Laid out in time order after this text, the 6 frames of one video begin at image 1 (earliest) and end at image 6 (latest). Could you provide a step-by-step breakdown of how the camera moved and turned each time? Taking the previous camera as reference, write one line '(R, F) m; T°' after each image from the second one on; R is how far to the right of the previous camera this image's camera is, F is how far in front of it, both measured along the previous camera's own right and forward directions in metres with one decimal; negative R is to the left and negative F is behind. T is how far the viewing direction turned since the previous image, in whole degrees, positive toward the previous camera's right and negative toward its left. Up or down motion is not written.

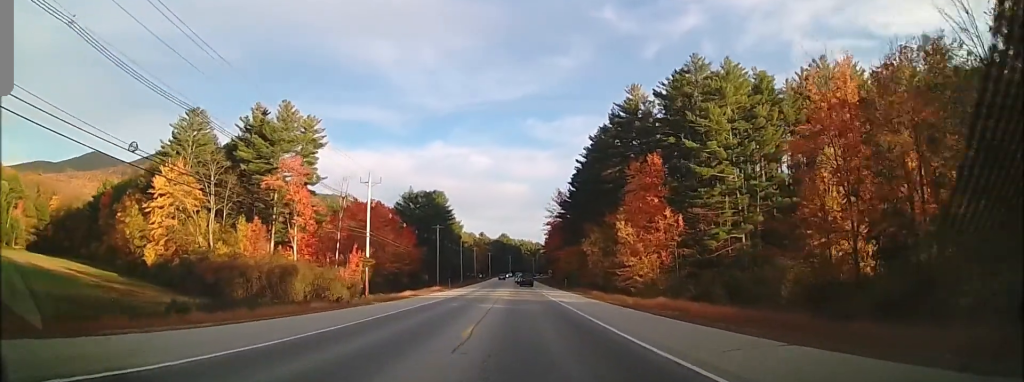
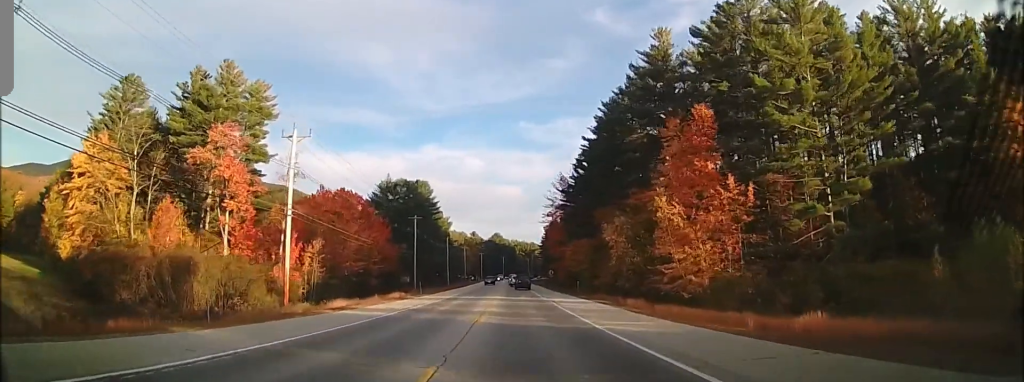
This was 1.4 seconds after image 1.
(+0.2, +20.3) m; -1°
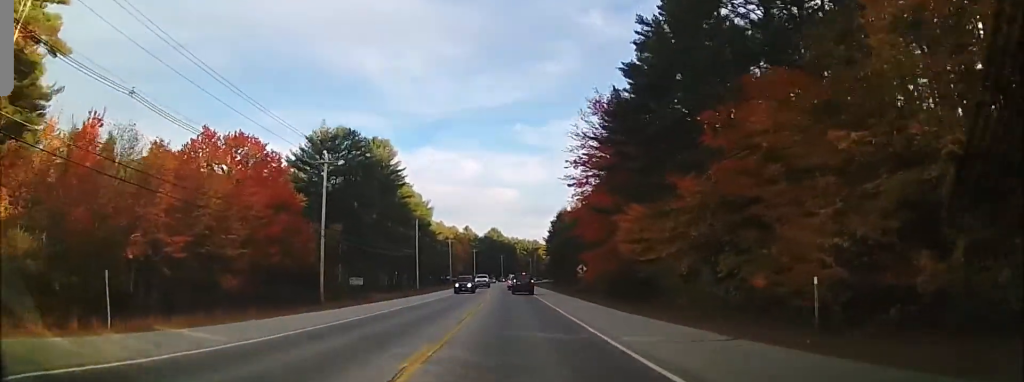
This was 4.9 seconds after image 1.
(+0.6, +46.1) m; +2°
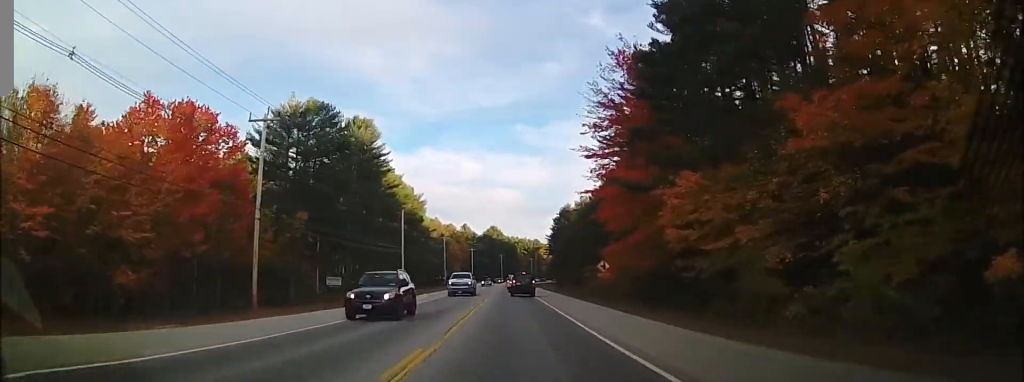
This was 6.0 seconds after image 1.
(-0.1, +13.1) m; 0°
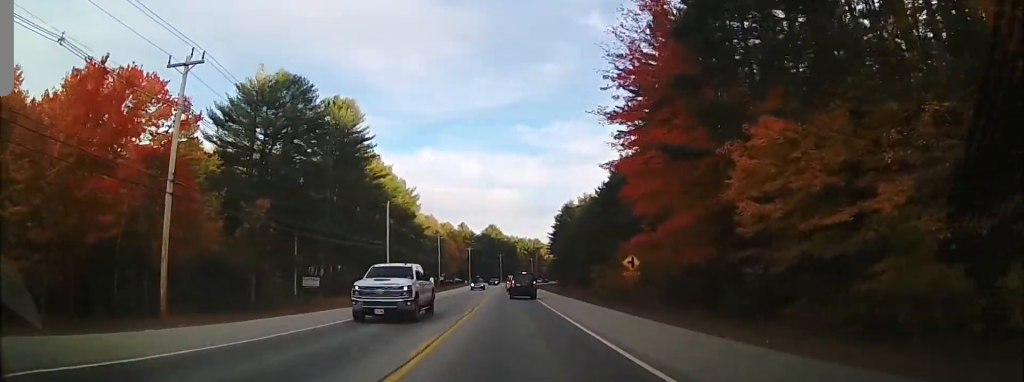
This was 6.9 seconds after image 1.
(0.0, +10.0) m; -1°
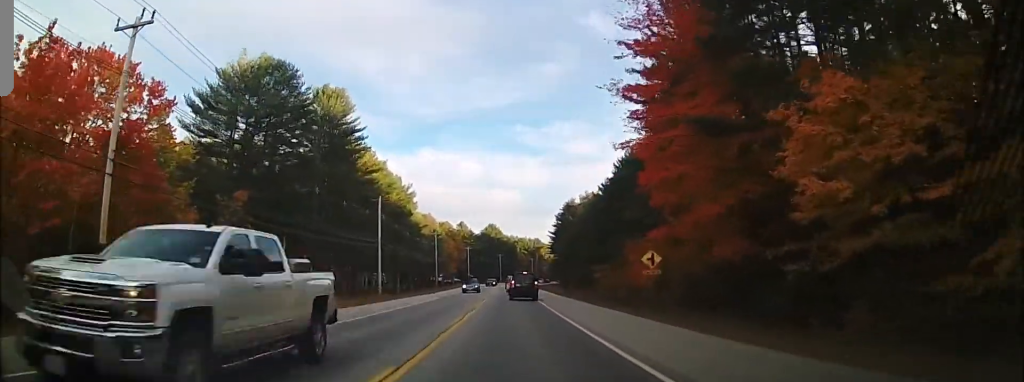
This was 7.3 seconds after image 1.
(-0.2, +4.7) m; -1°
